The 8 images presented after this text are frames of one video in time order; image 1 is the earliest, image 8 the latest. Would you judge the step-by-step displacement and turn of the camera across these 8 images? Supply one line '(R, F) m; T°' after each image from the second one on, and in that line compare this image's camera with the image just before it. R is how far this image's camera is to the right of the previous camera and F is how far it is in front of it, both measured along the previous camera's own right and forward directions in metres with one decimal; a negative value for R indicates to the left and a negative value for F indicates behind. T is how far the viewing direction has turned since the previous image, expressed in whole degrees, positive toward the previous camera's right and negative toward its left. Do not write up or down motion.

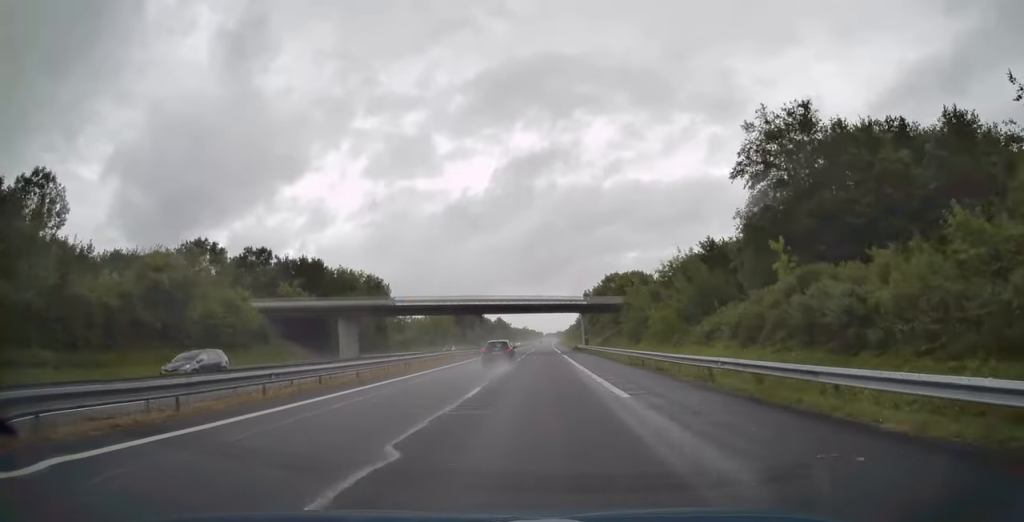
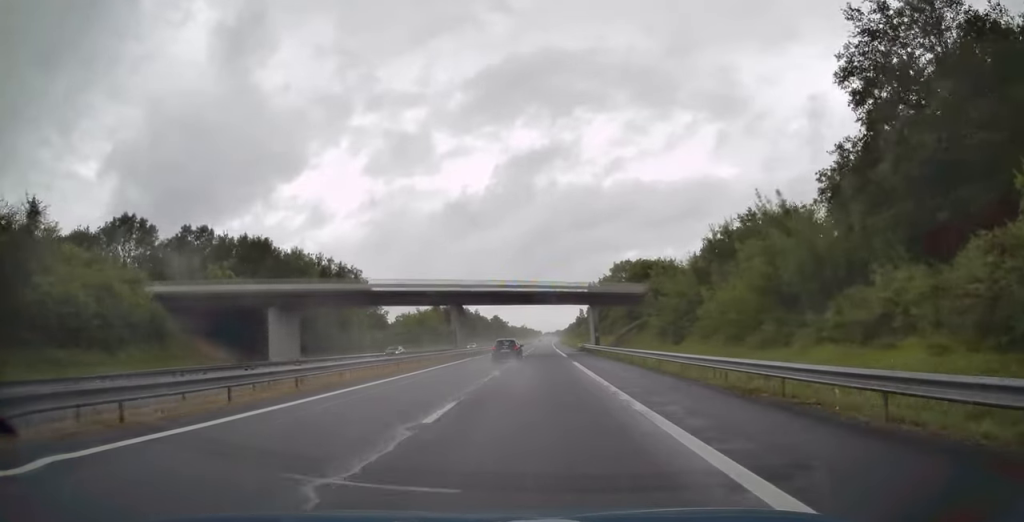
(0.0, +17.7) m; 0°
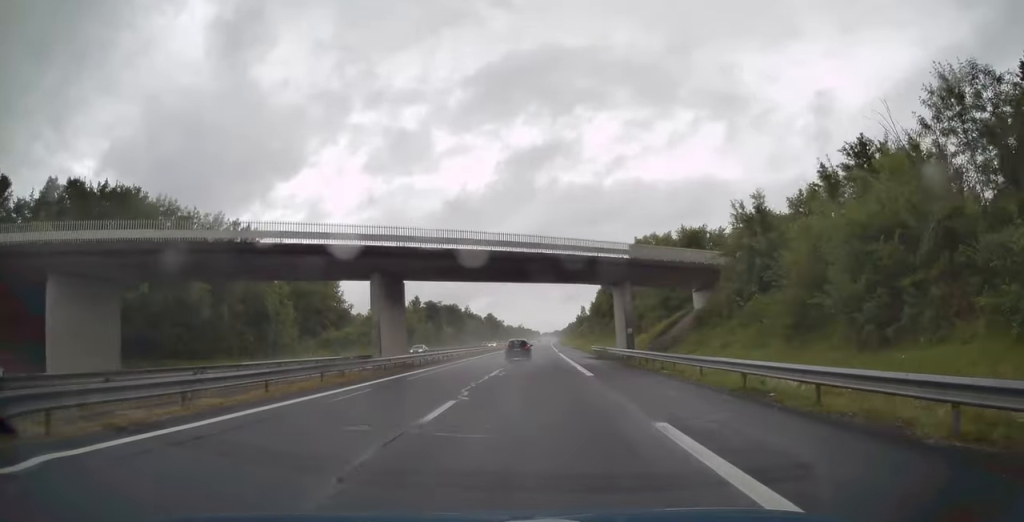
(+0.1, +25.8) m; 0°
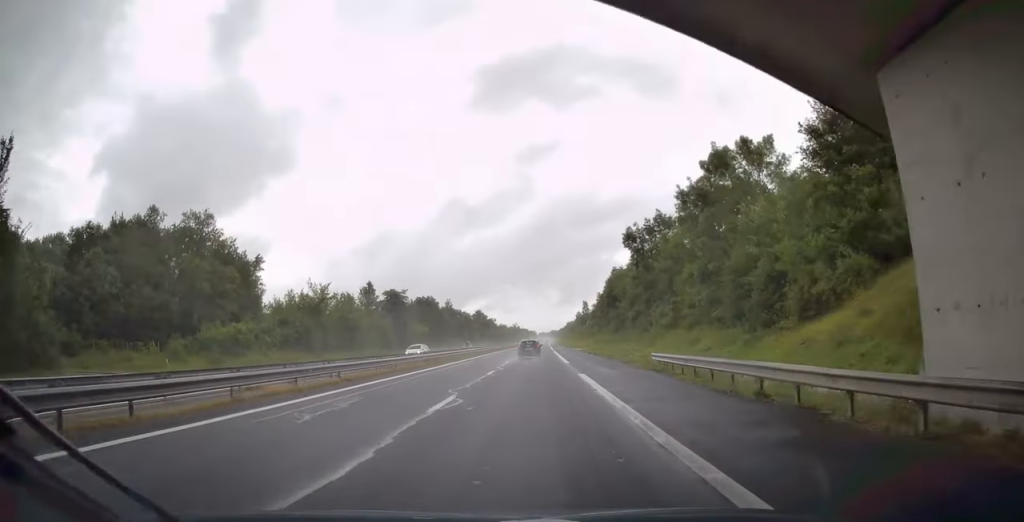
(+0.2, +37.7) m; 0°
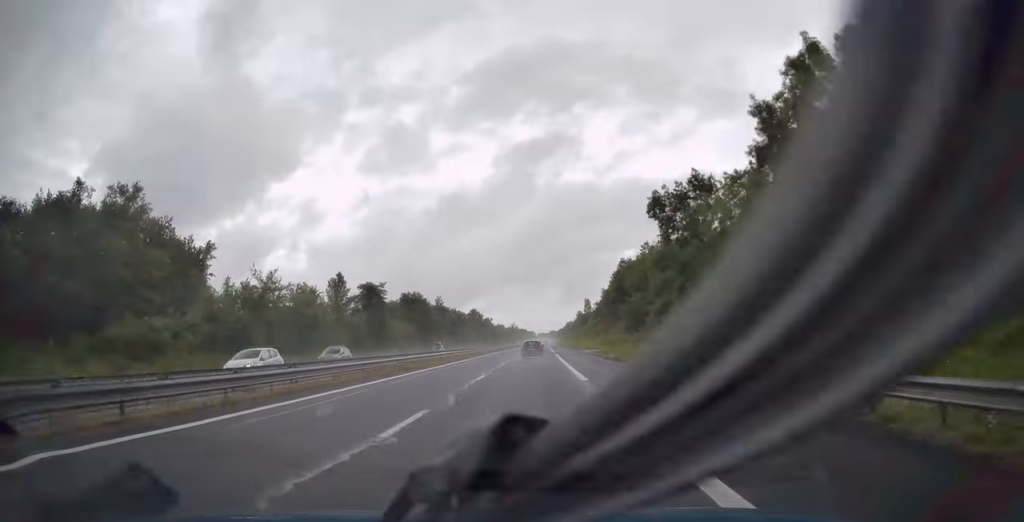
(0.0, +16.2) m; 0°
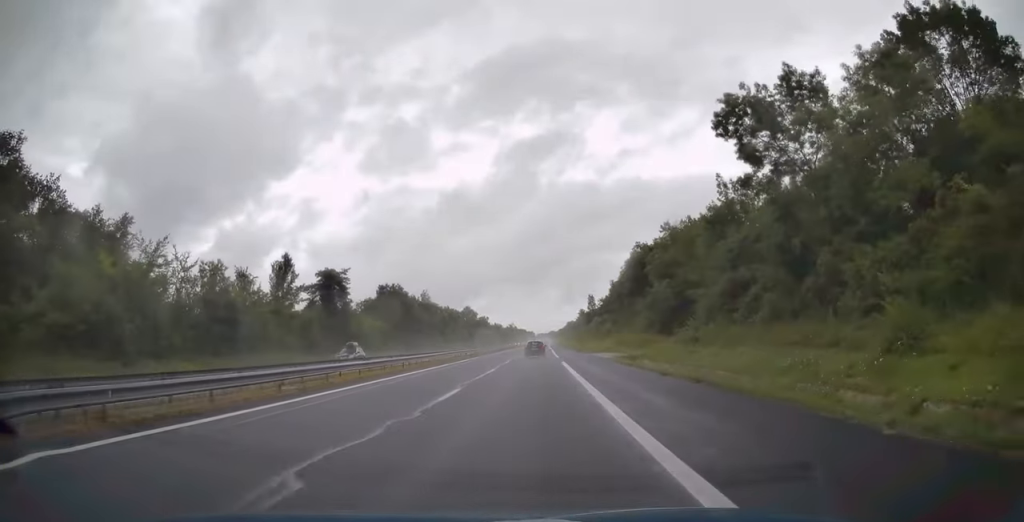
(0.0, +20.5) m; 0°
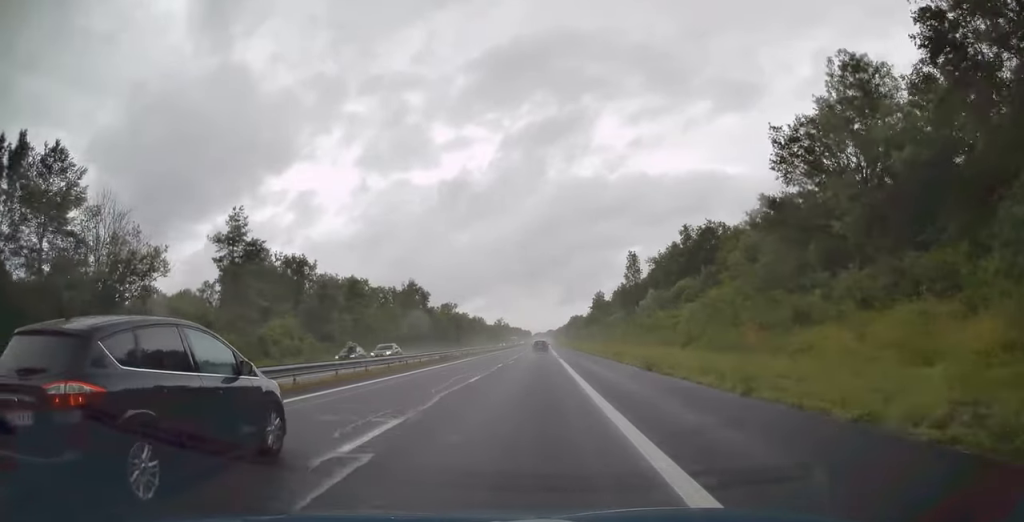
(+0.1, +98.2) m; 0°
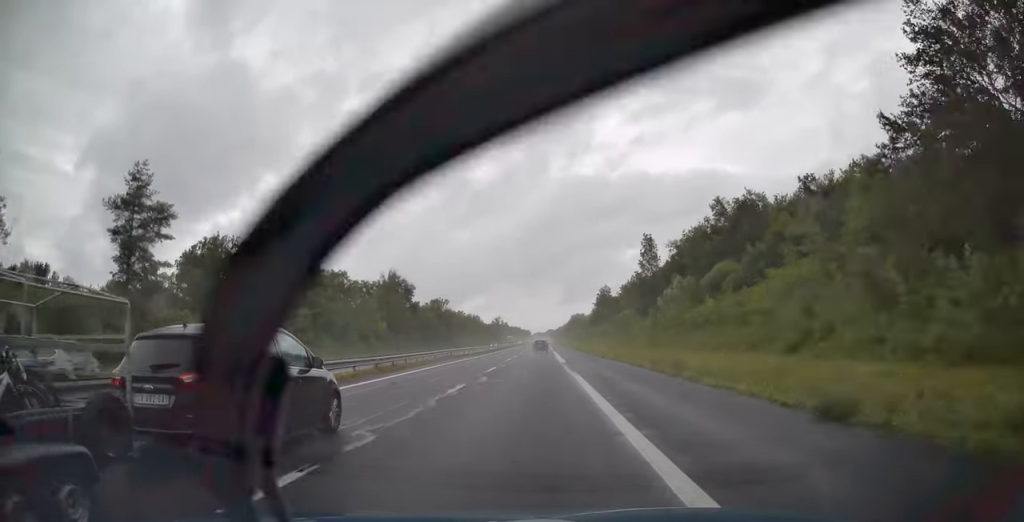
(0.0, +17.2) m; 0°
